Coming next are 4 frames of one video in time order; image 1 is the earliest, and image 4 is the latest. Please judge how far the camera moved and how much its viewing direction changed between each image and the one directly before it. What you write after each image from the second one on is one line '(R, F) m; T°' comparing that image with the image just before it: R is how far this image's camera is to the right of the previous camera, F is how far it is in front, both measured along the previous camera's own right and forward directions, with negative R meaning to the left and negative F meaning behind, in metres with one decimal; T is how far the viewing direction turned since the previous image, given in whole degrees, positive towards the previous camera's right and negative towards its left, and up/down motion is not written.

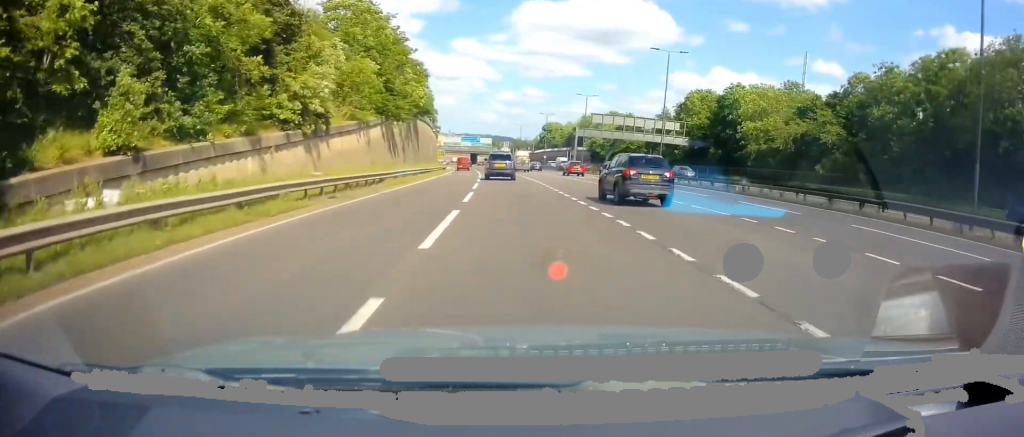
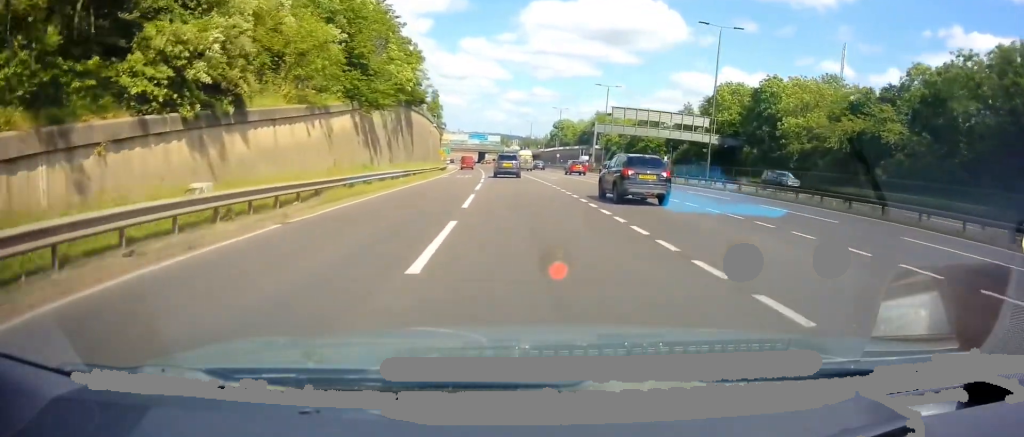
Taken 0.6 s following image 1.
(0.0, +10.8) m; -1°
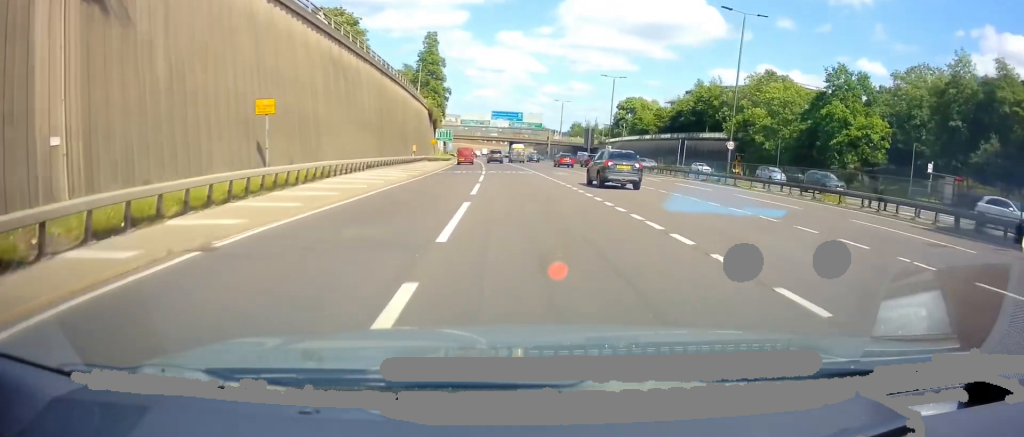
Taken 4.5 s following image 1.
(-2.9, +76.5) m; -4°
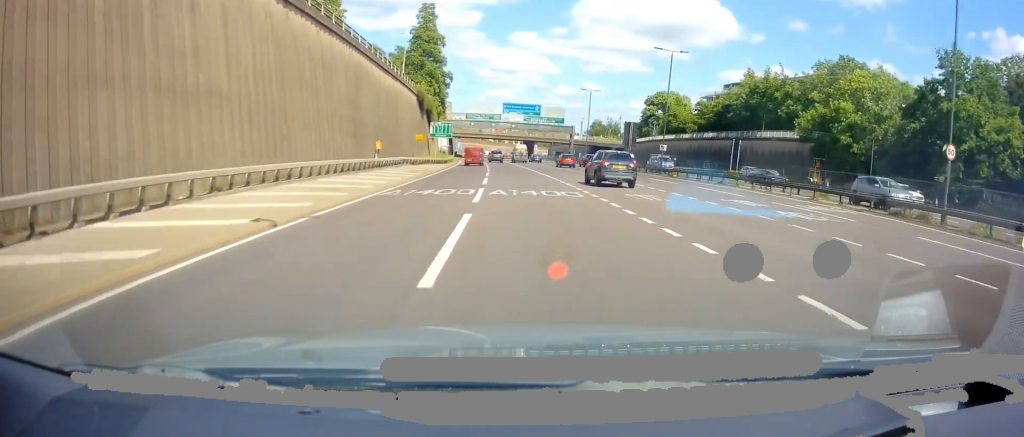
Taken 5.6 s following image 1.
(-0.3, +20.9) m; -1°
